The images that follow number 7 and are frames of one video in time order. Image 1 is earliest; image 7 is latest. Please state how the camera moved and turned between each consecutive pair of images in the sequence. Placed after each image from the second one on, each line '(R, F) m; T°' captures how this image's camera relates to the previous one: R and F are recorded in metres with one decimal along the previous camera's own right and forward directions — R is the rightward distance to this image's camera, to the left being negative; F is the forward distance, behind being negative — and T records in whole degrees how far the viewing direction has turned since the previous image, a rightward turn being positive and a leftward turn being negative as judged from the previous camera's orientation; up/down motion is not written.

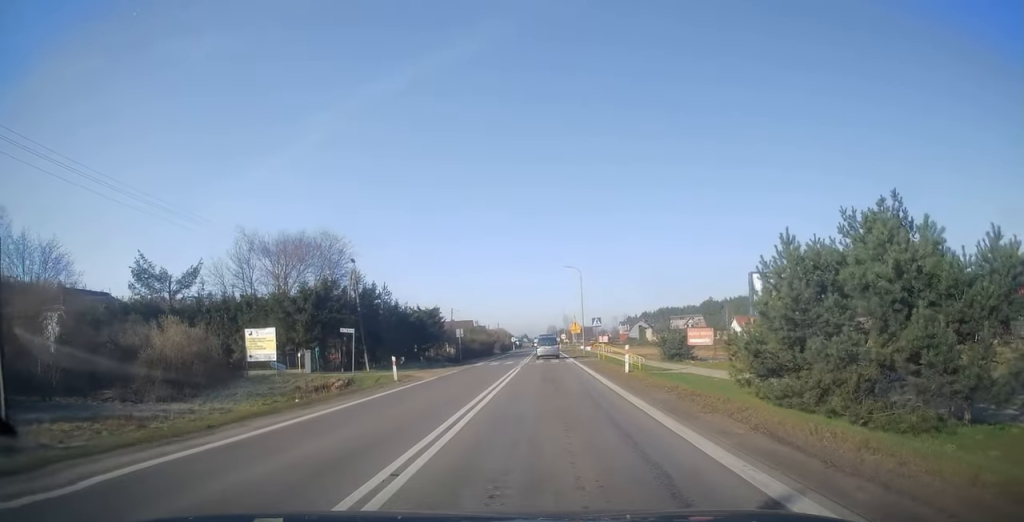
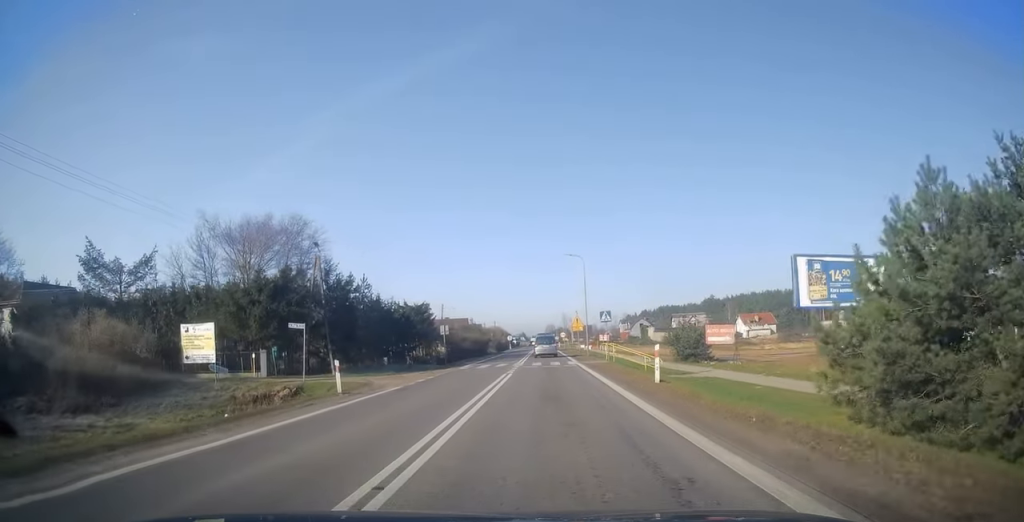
(0.0, +6.9) m; 0°
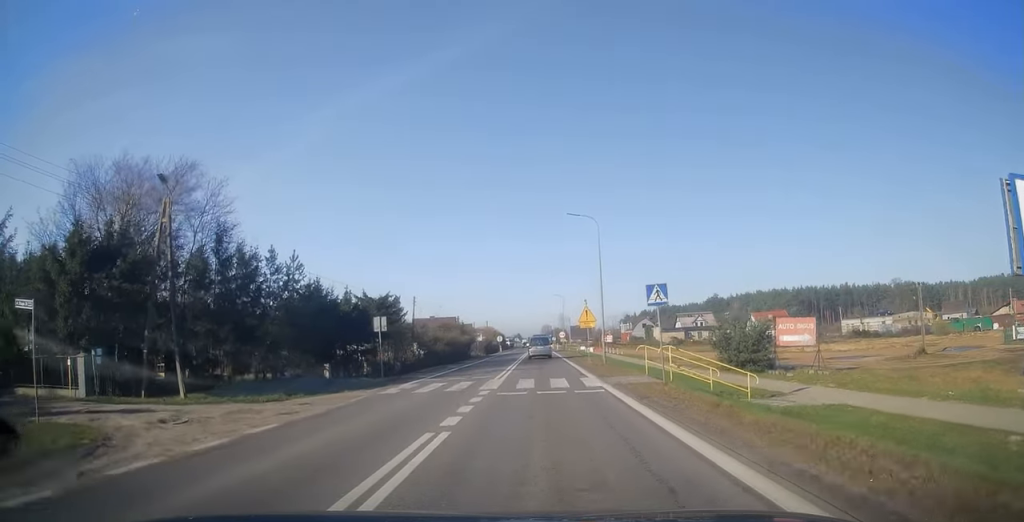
(-0.1, +16.4) m; 0°
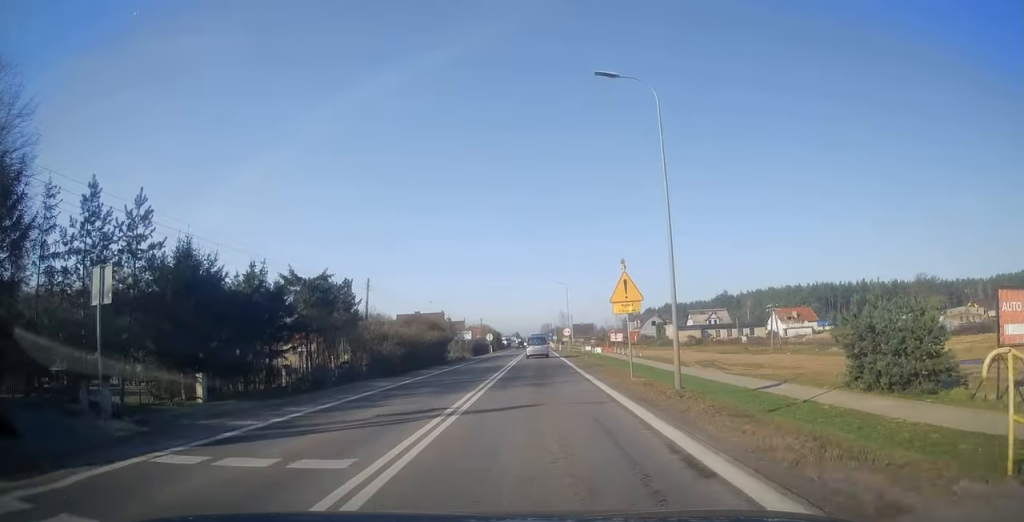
(-0.1, +18.6) m; 0°
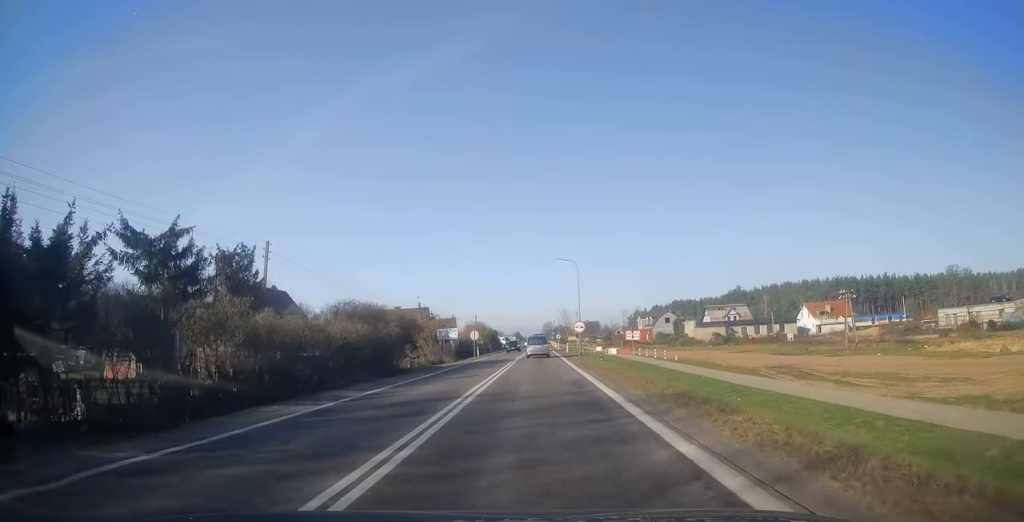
(+0.1, +17.3) m; 0°
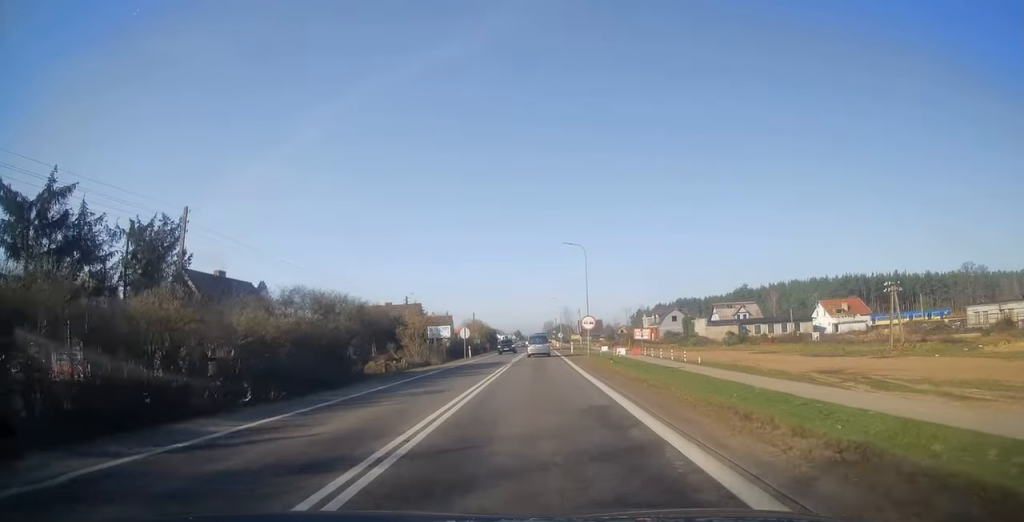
(+0.1, +7.5) m; 0°
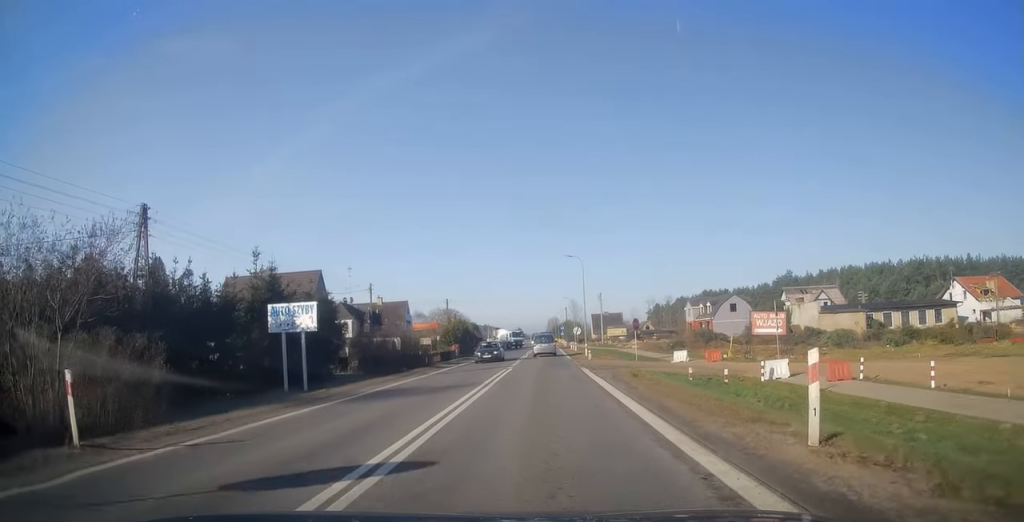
(+0.5, +50.1) m; +1°
